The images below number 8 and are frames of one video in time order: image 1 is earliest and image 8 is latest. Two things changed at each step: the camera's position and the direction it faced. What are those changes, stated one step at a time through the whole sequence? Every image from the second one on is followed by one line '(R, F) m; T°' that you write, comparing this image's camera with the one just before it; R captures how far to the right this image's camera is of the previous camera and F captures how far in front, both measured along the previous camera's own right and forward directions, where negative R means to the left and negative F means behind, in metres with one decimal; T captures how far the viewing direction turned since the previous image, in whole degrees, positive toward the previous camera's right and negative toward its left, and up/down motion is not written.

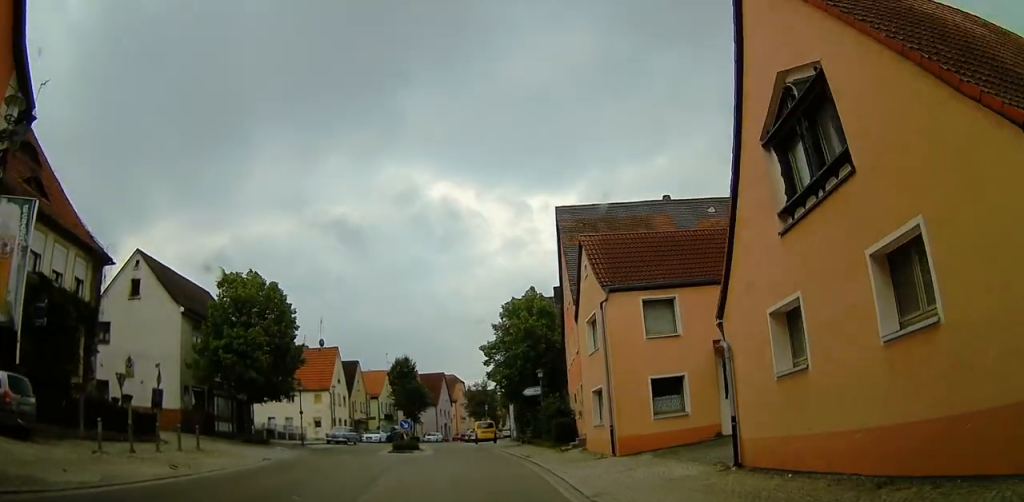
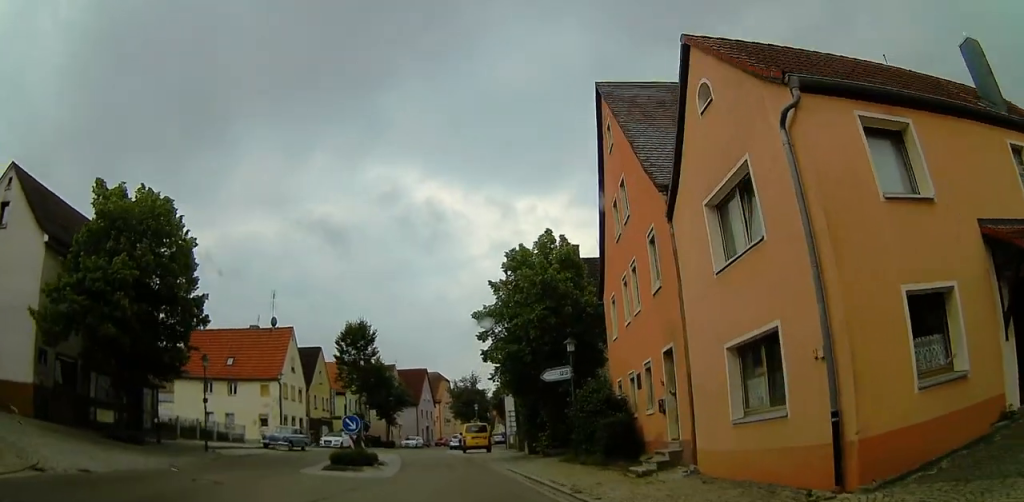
(+1.8, +13.0) m; +9°
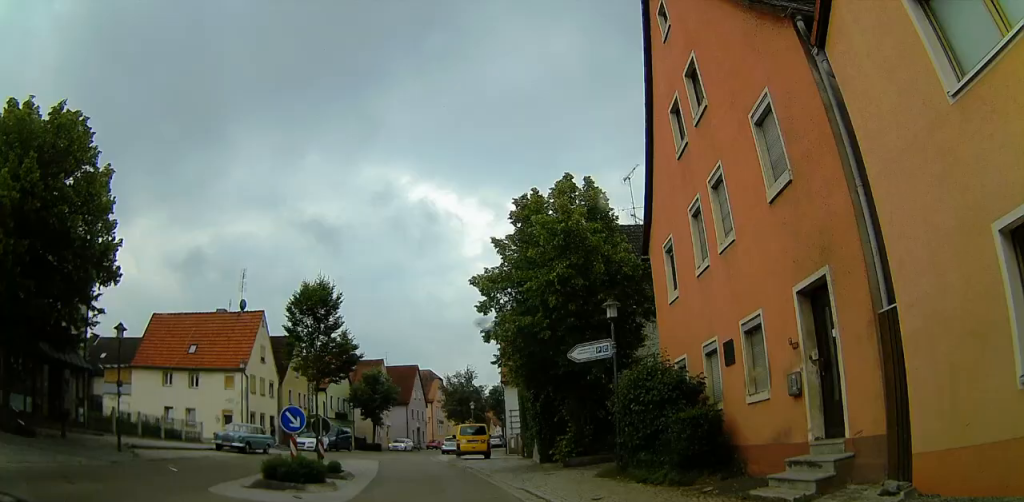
(0.0, +6.6) m; -10°
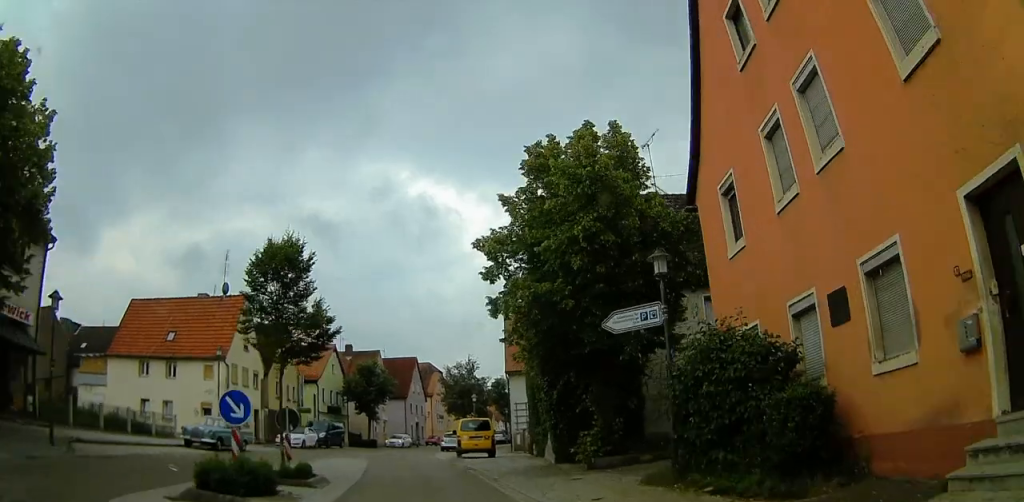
(-0.2, +3.6) m; -5°
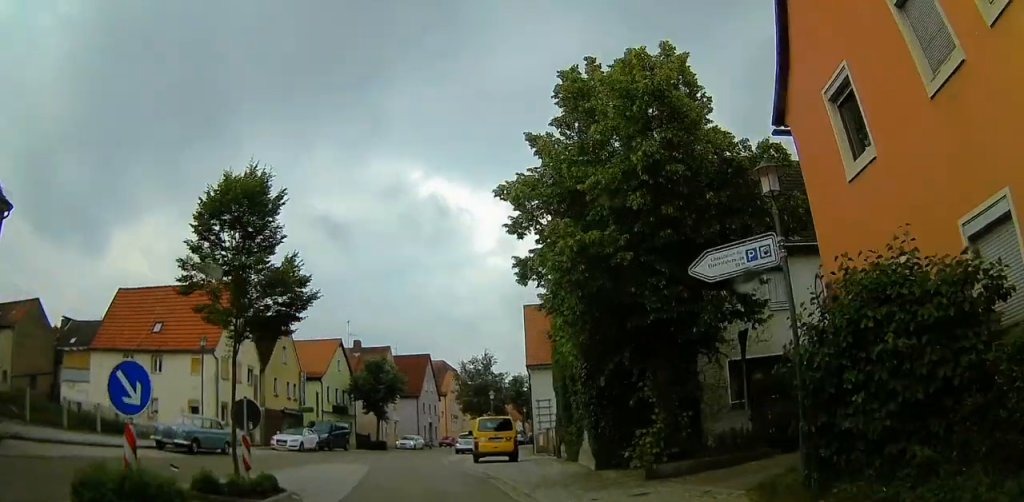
(-0.9, +3.8) m; -2°
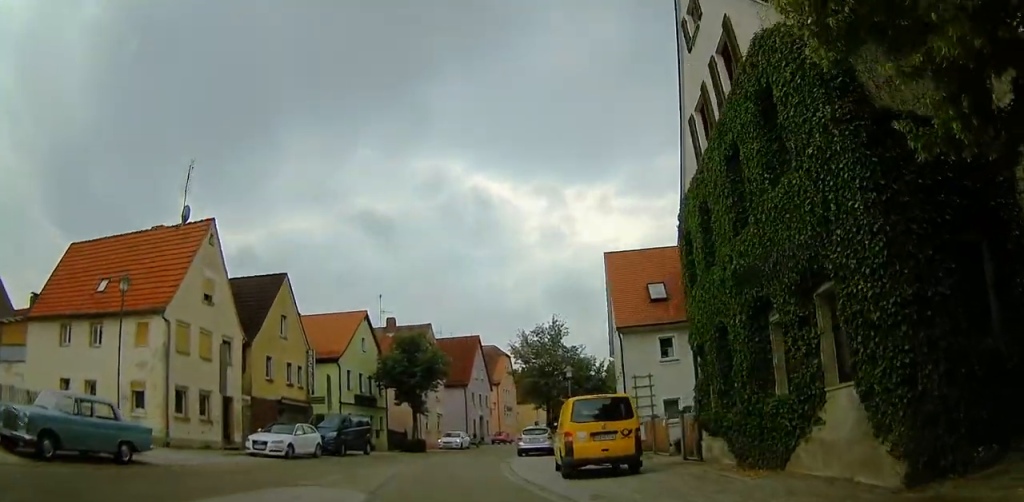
(+1.6, +10.6) m; +12°
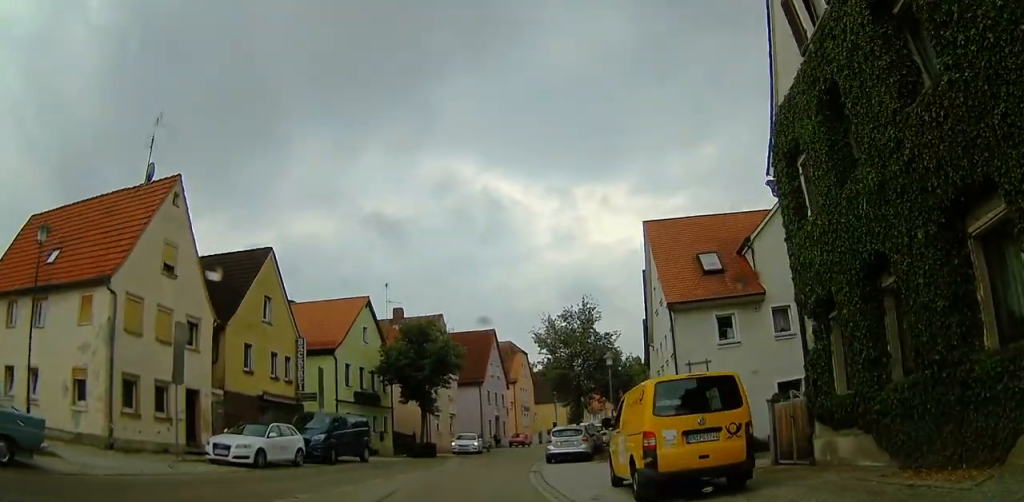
(0.0, +5.1) m; -1°
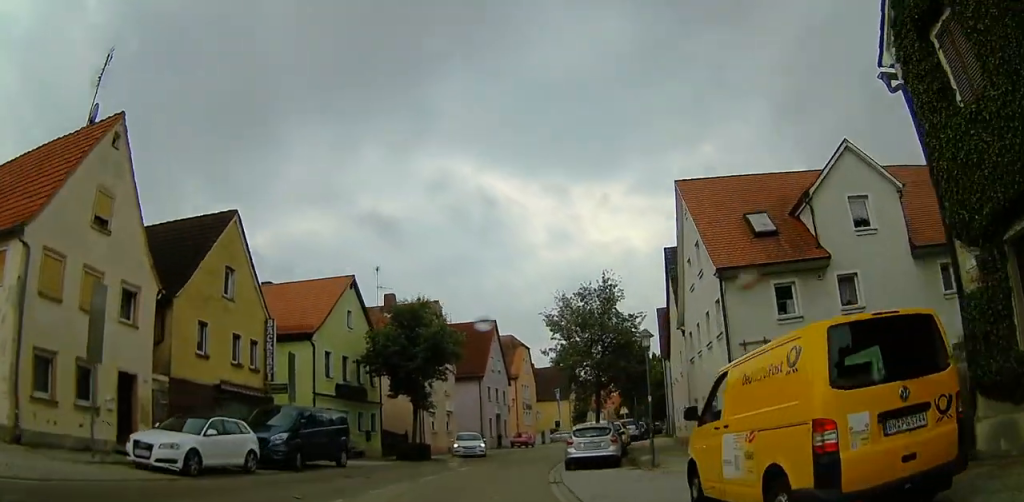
(+0.1, +4.8) m; -4°
